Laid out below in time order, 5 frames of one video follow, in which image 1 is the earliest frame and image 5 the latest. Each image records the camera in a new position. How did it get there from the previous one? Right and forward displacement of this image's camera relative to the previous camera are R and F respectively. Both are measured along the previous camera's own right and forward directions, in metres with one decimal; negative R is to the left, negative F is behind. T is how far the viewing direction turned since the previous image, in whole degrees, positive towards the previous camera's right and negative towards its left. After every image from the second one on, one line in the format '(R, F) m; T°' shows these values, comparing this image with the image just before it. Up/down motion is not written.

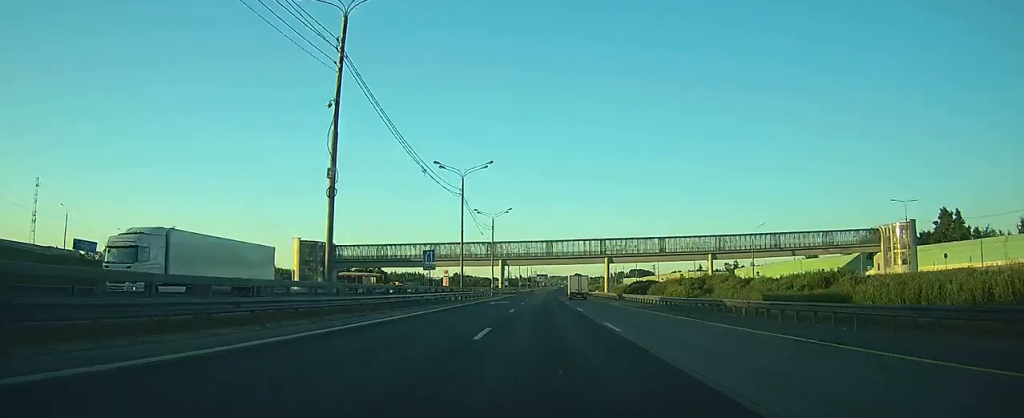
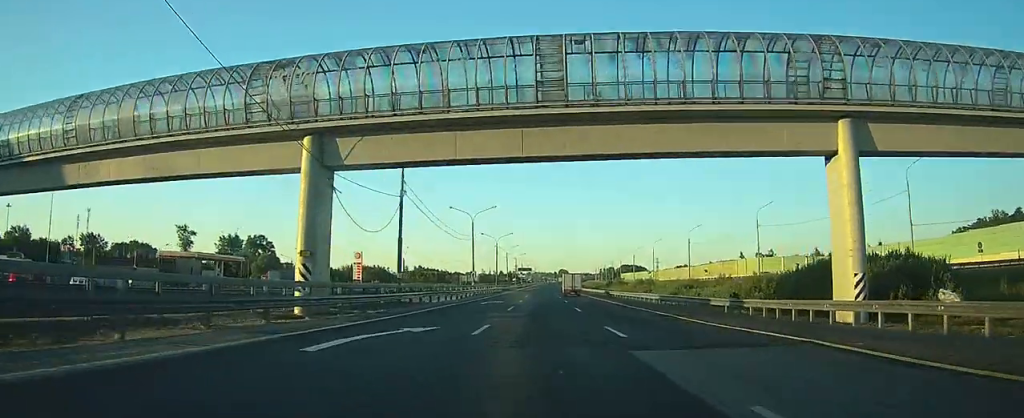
(0.0, +95.2) m; 0°
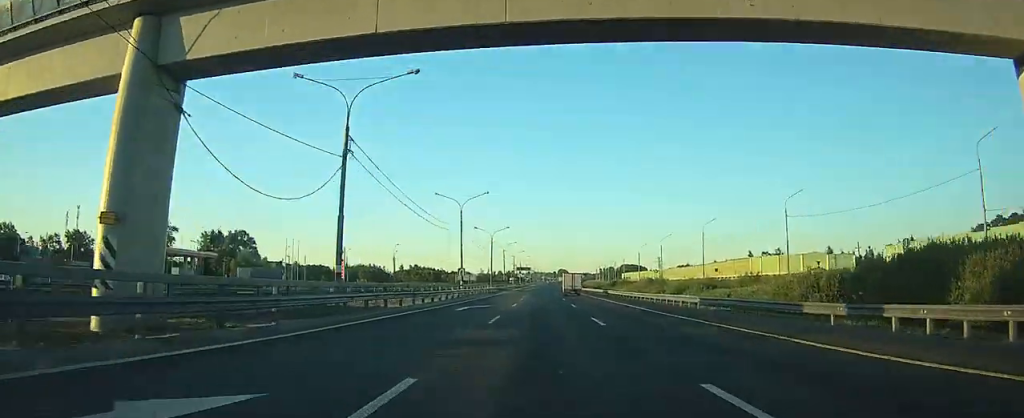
(0.0, +11.4) m; 0°
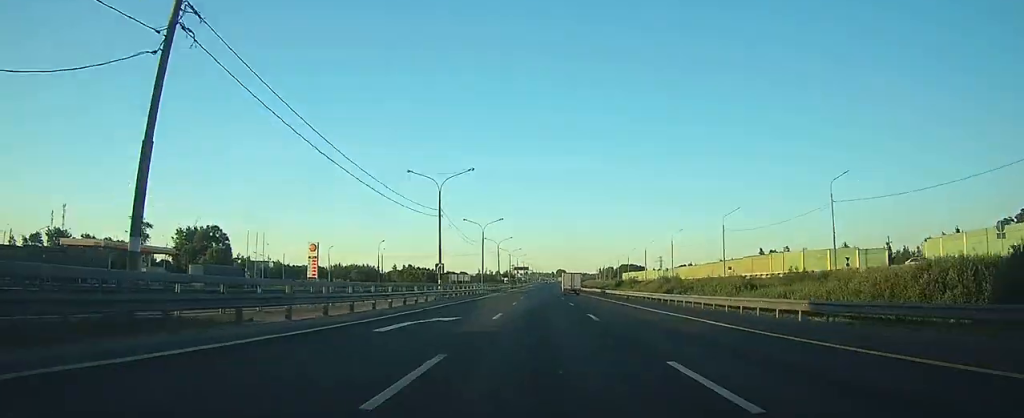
(+0.1, +14.1) m; 0°
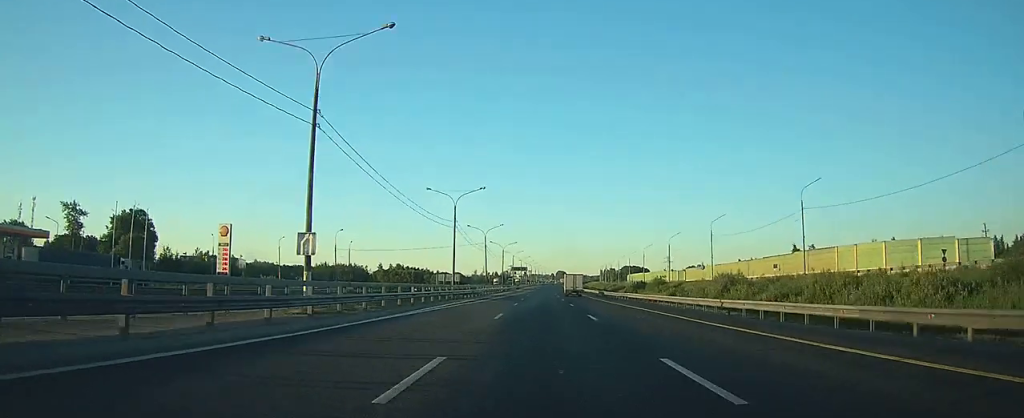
(+0.1, +31.8) m; 0°
